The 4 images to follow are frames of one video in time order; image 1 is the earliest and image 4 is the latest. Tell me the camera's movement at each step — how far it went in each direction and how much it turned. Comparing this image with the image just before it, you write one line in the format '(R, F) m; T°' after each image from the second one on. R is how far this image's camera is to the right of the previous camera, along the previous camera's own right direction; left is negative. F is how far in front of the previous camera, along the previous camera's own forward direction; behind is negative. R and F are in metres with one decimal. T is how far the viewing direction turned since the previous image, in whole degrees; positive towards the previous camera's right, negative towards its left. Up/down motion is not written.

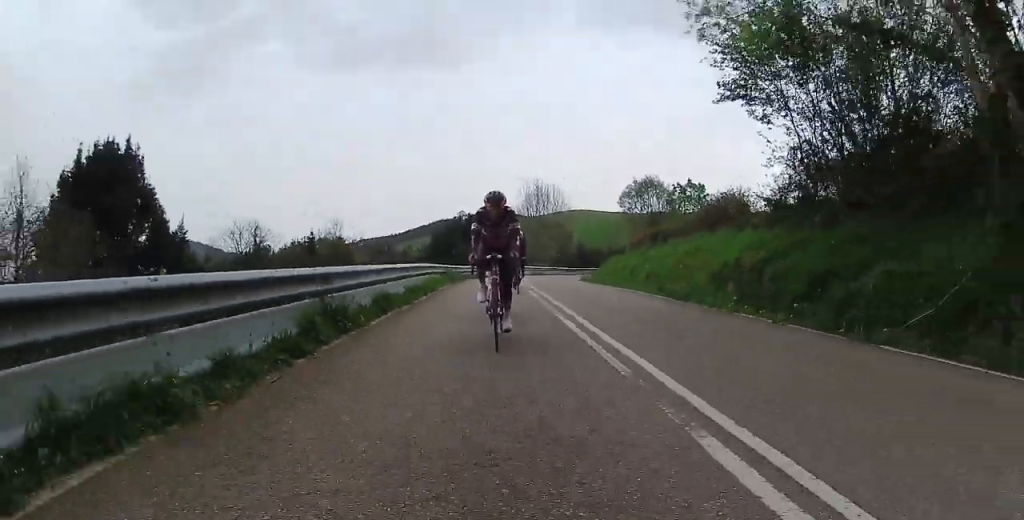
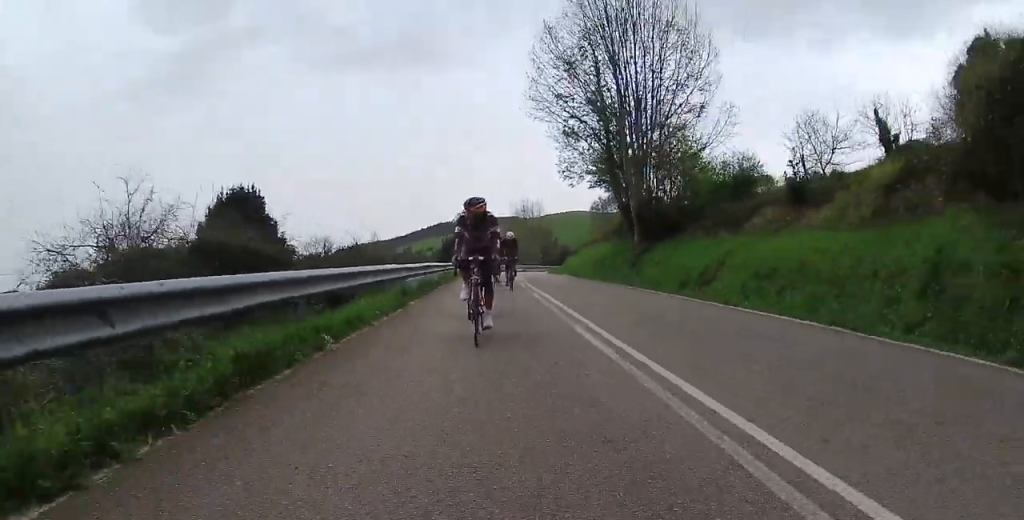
(0.0, +19.4) m; 0°
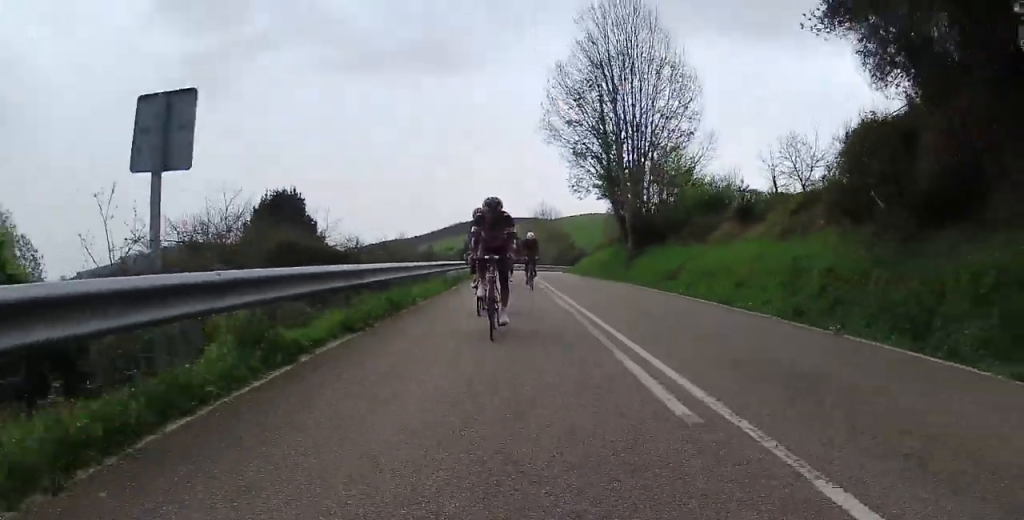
(0.0, +4.9) m; -1°
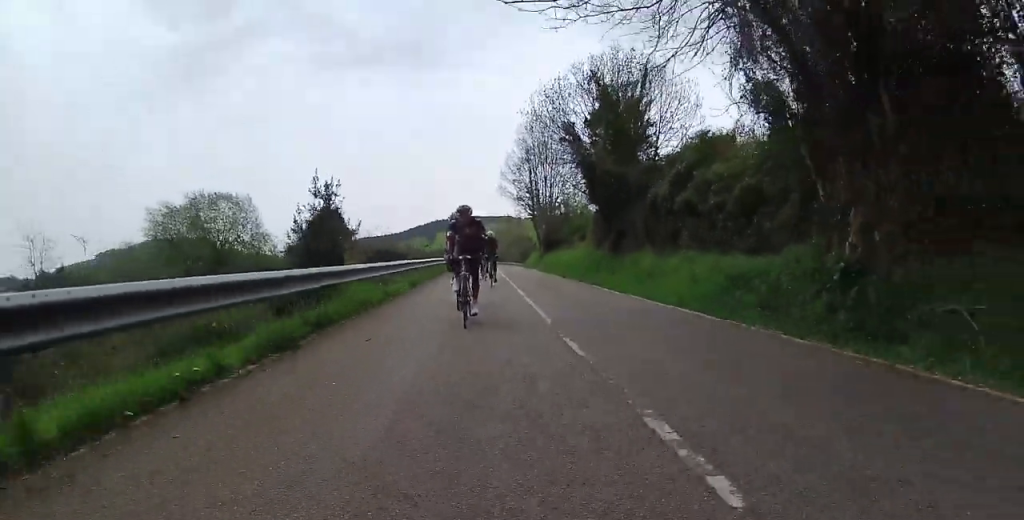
(-0.8, +24.7) m; 0°
